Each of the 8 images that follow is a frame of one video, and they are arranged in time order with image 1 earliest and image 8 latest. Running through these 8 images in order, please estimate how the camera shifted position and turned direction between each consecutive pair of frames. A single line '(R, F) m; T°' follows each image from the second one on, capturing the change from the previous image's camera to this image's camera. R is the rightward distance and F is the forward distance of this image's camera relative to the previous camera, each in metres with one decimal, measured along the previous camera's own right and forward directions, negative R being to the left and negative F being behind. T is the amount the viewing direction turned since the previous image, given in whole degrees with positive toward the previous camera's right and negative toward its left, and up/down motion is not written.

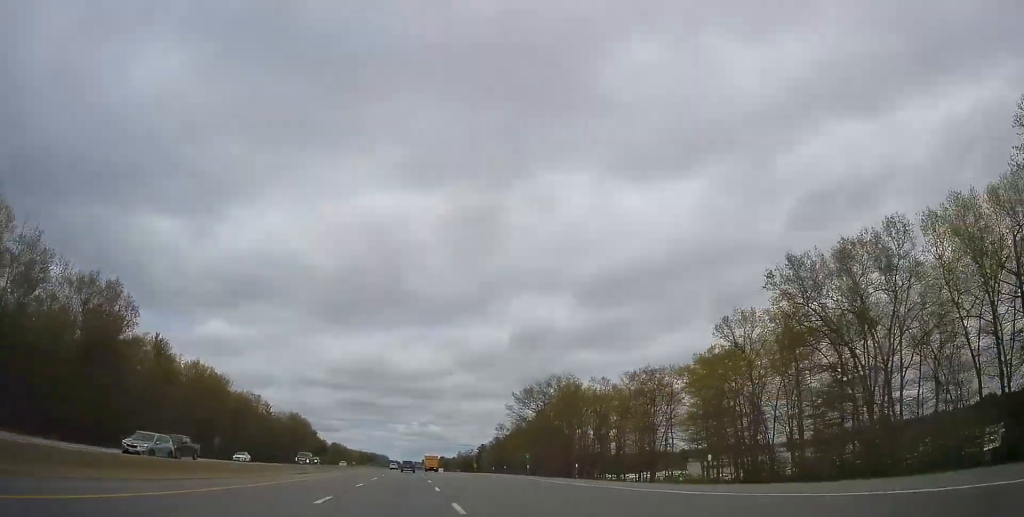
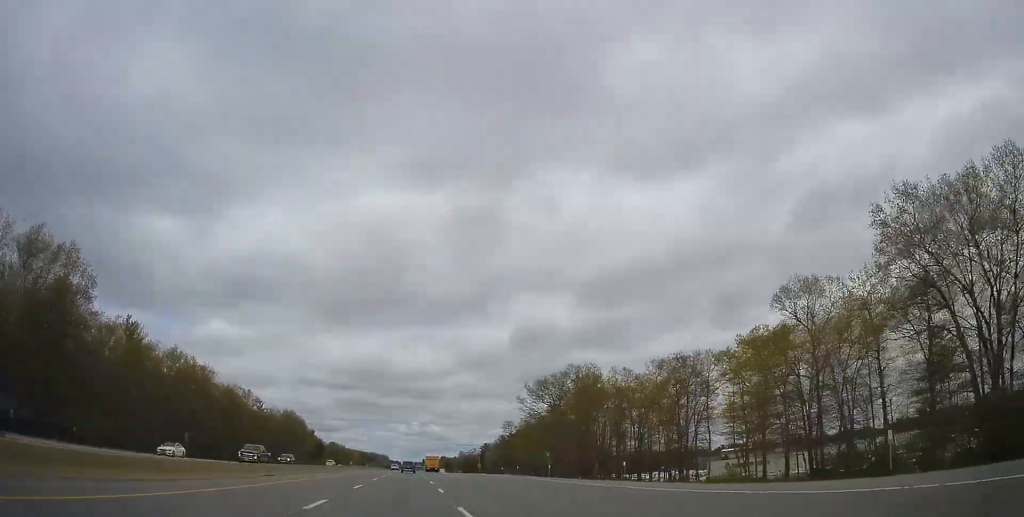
(-0.1, +14.0) m; 0°
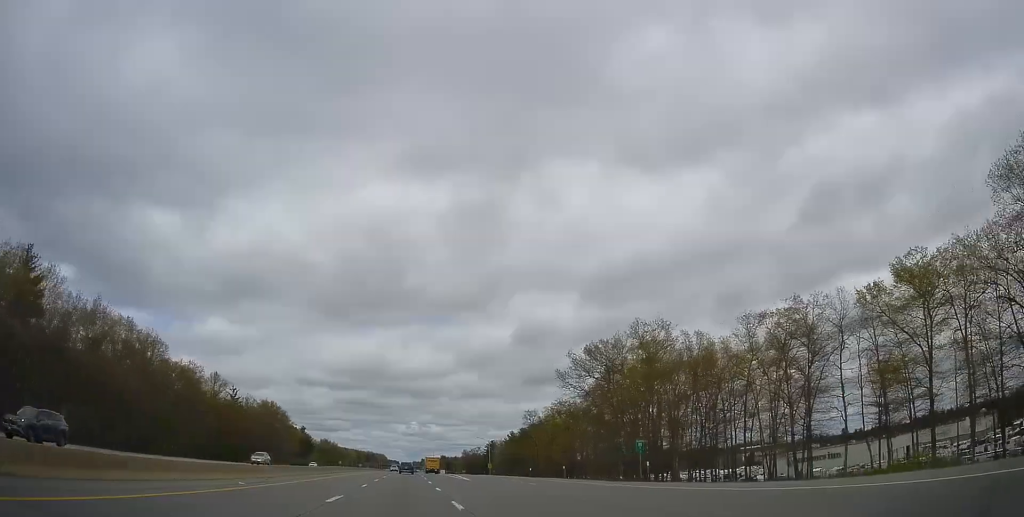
(+0.2, +34.2) m; 0°
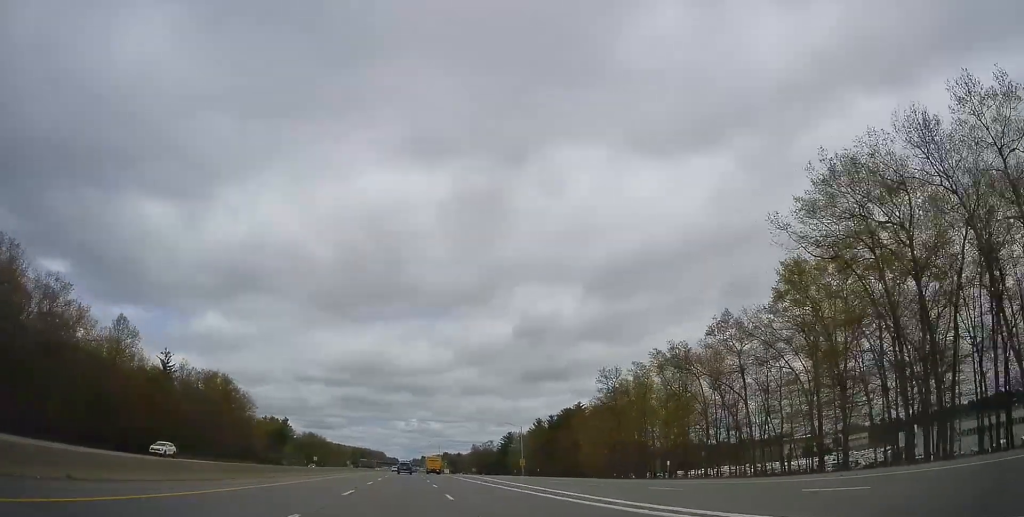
(+0.1, +57.7) m; 0°
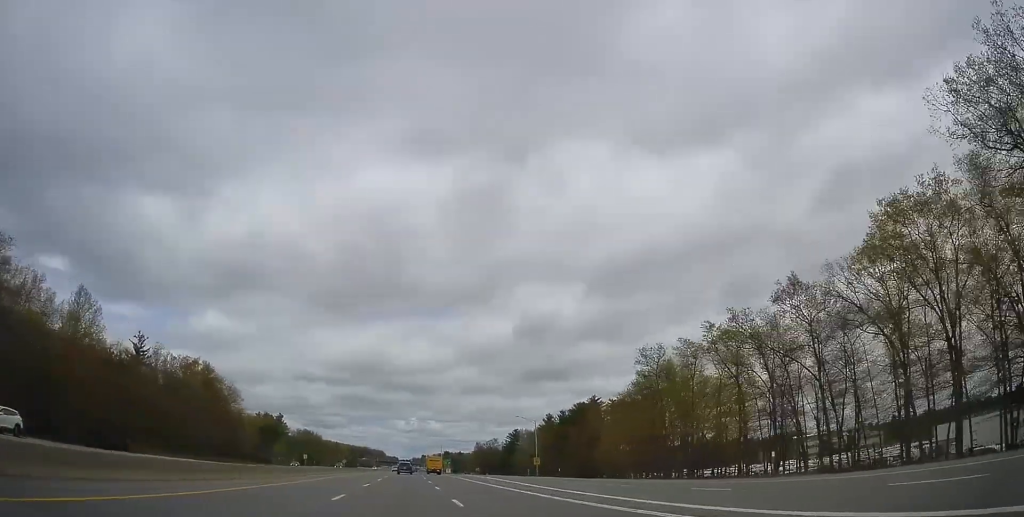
(0.0, +15.5) m; 0°
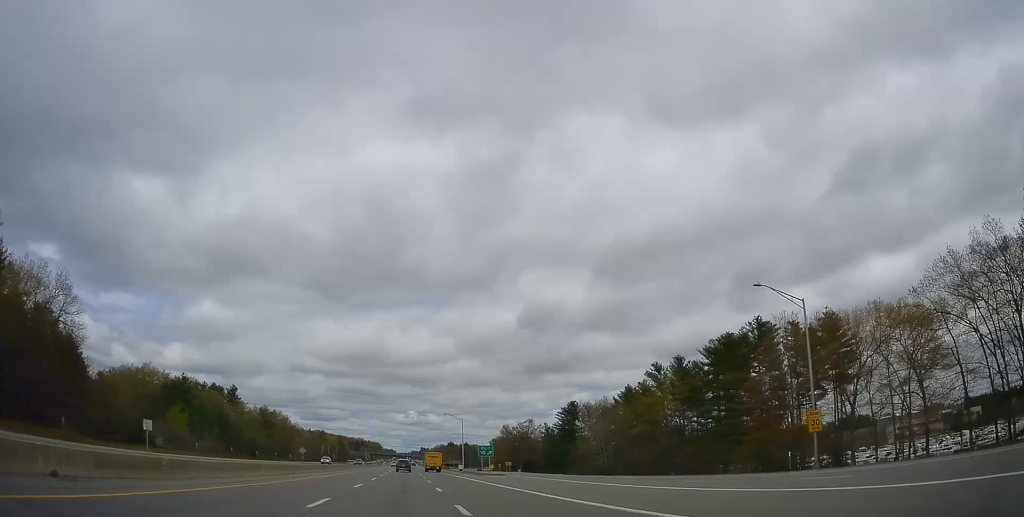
(+0.7, +88.6) m; +1°
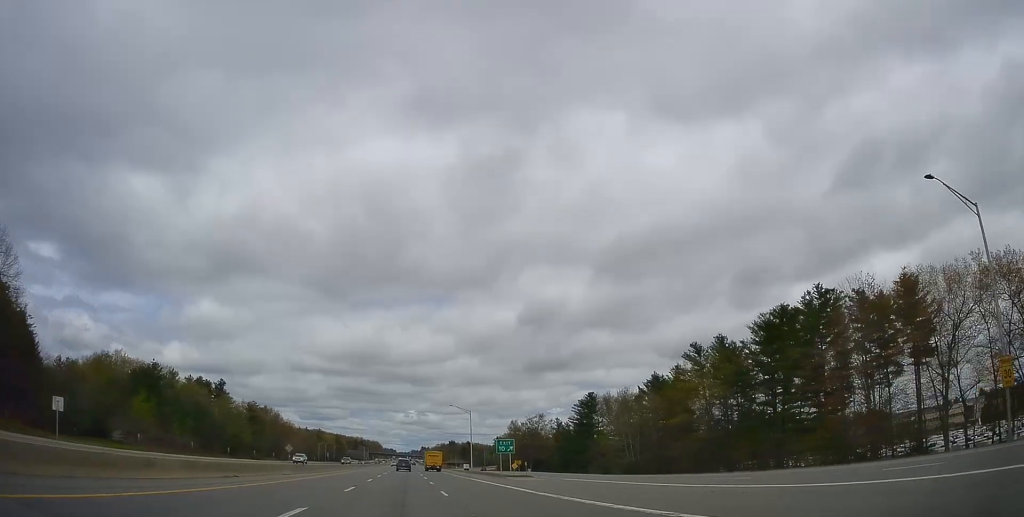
(0.0, +16.4) m; 0°
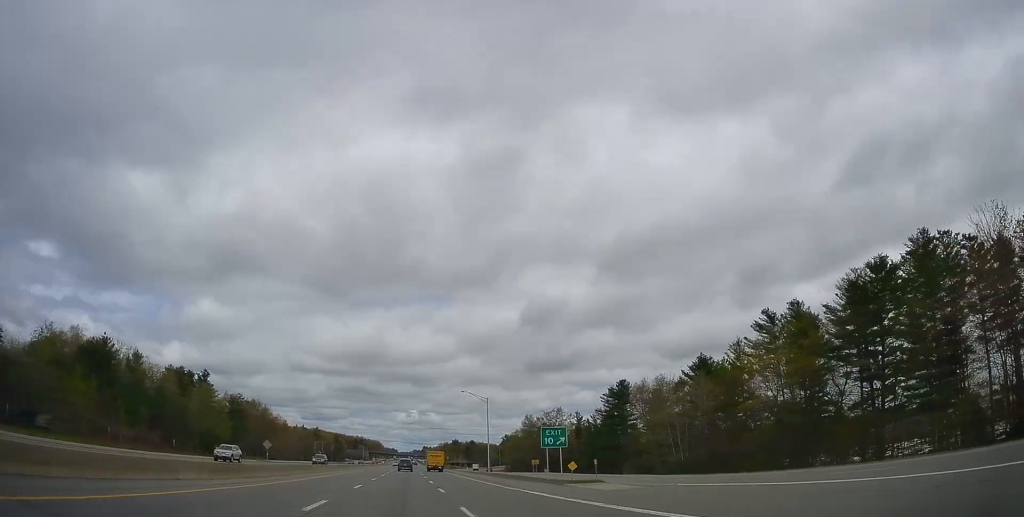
(0.0, +21.3) m; 0°
